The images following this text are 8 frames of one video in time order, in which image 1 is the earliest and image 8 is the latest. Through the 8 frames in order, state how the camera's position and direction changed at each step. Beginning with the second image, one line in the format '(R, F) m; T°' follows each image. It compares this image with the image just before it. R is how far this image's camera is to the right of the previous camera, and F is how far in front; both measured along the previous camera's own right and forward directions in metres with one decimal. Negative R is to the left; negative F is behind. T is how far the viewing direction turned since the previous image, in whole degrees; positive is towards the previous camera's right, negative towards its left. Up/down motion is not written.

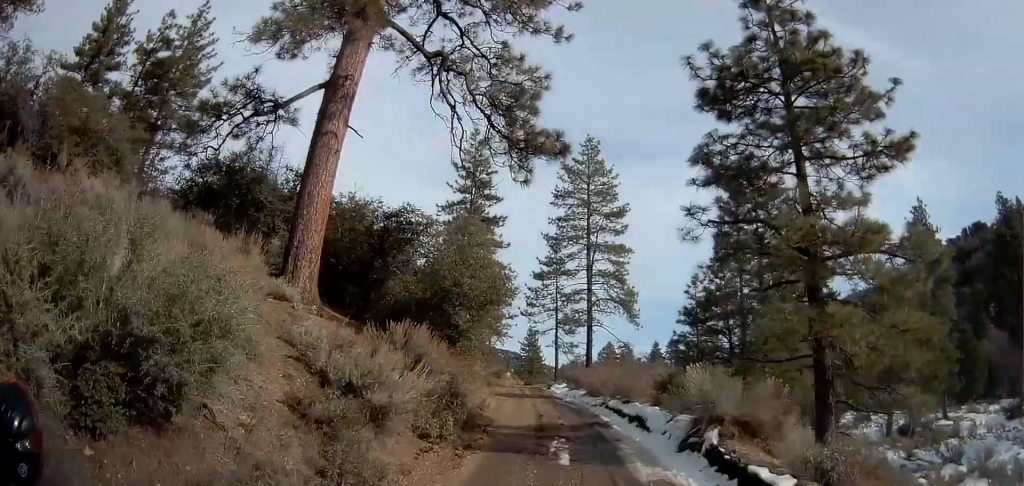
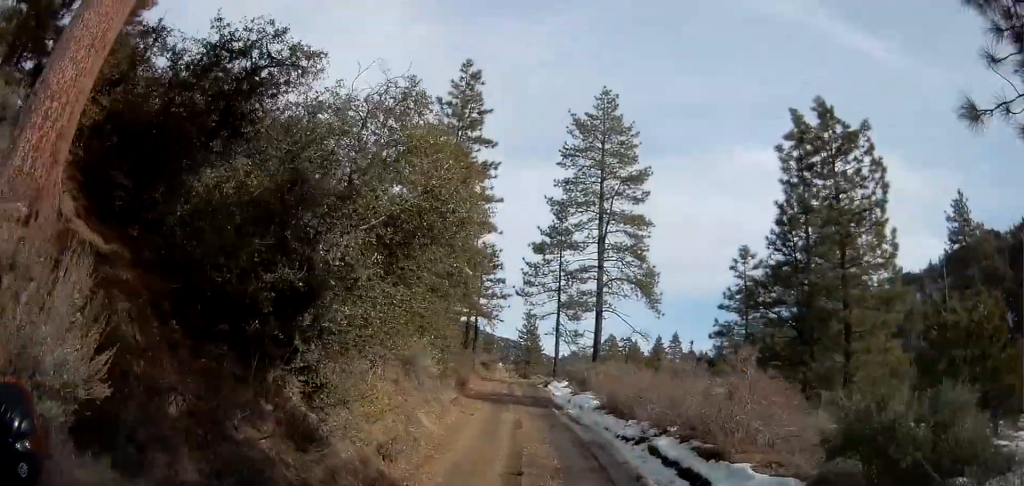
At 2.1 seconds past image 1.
(-0.1, +9.8) m; +1°
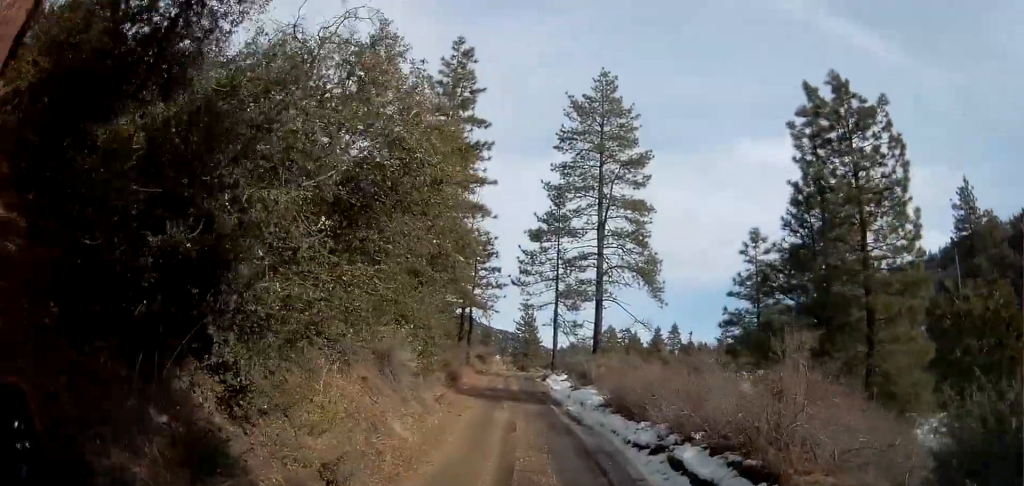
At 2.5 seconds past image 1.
(0.0, +2.1) m; +1°
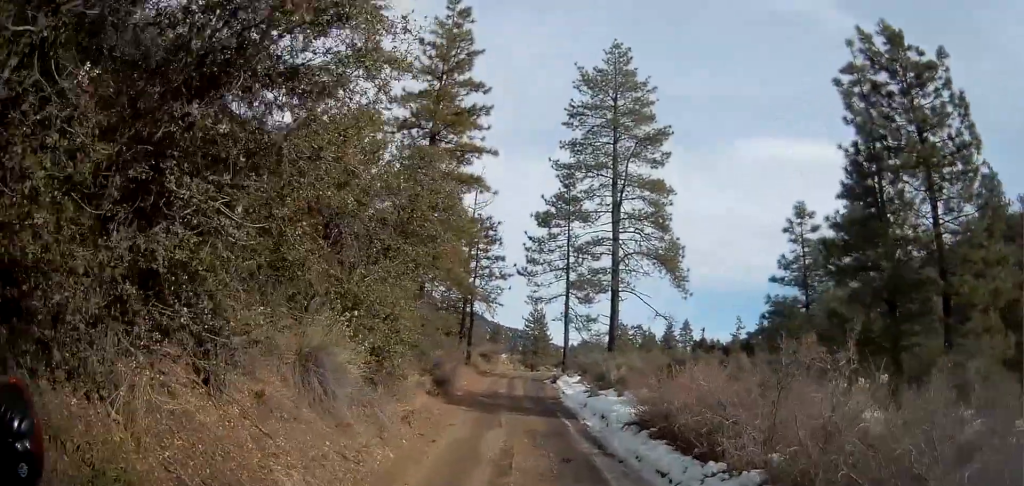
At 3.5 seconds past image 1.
(0.0, +4.4) m; -2°
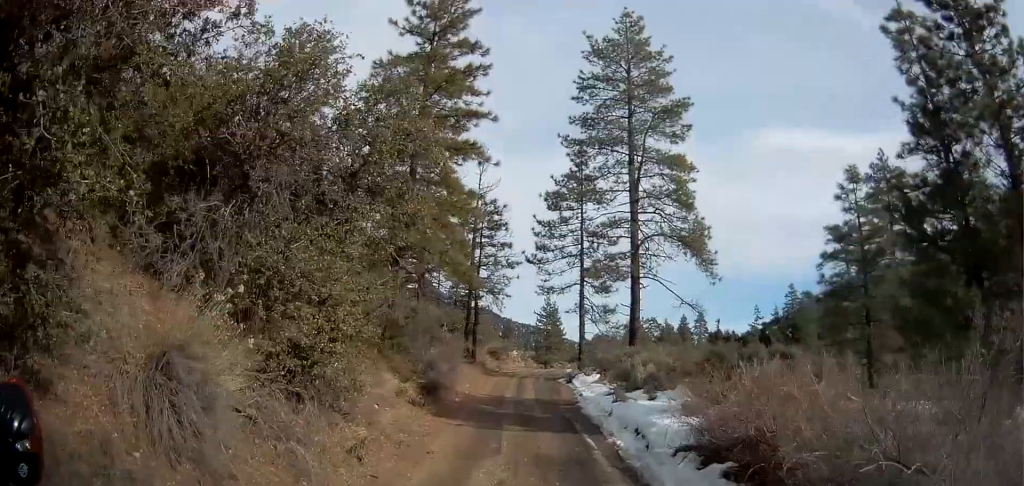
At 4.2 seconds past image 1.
(-0.2, +3.7) m; -2°
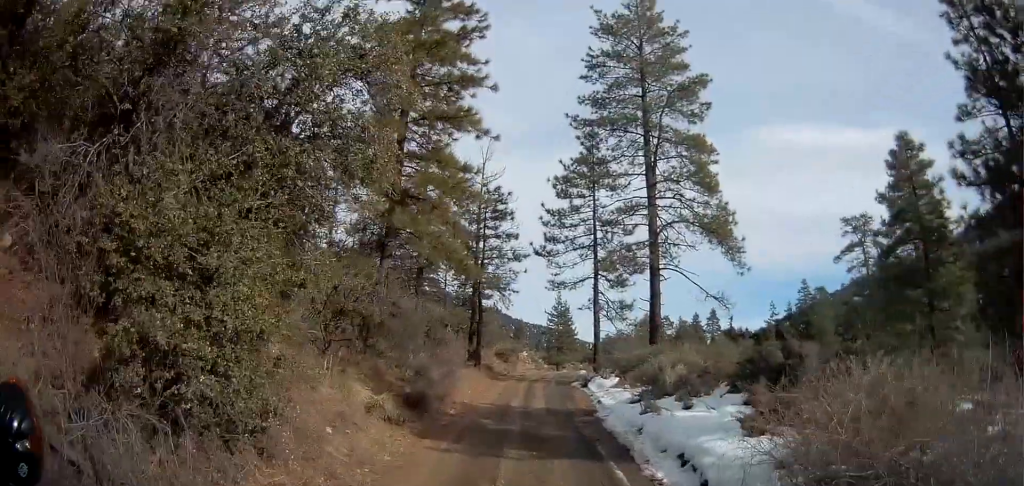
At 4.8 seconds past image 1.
(0.0, +3.0) m; -1°
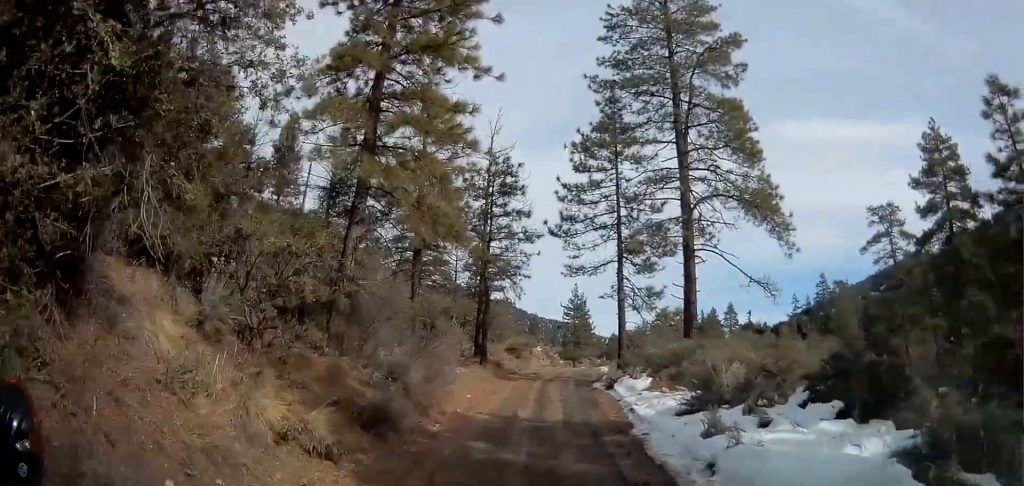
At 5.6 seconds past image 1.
(0.0, +4.1) m; 0°
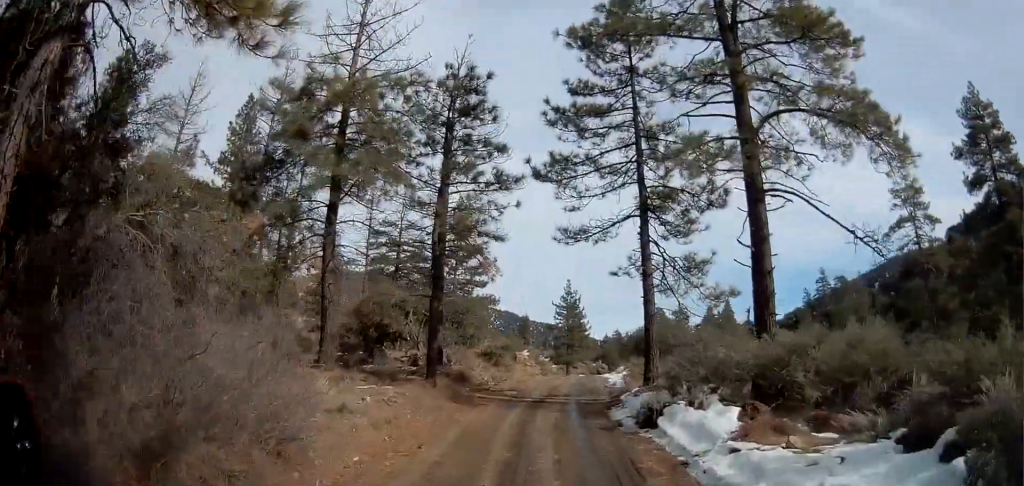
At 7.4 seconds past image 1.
(+0.3, +10.2) m; +2°
